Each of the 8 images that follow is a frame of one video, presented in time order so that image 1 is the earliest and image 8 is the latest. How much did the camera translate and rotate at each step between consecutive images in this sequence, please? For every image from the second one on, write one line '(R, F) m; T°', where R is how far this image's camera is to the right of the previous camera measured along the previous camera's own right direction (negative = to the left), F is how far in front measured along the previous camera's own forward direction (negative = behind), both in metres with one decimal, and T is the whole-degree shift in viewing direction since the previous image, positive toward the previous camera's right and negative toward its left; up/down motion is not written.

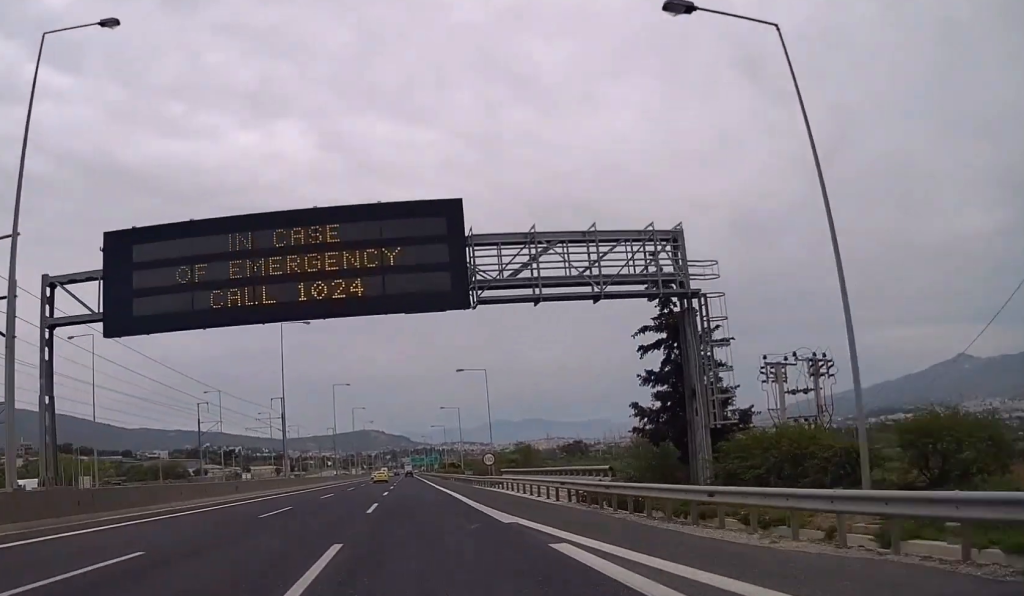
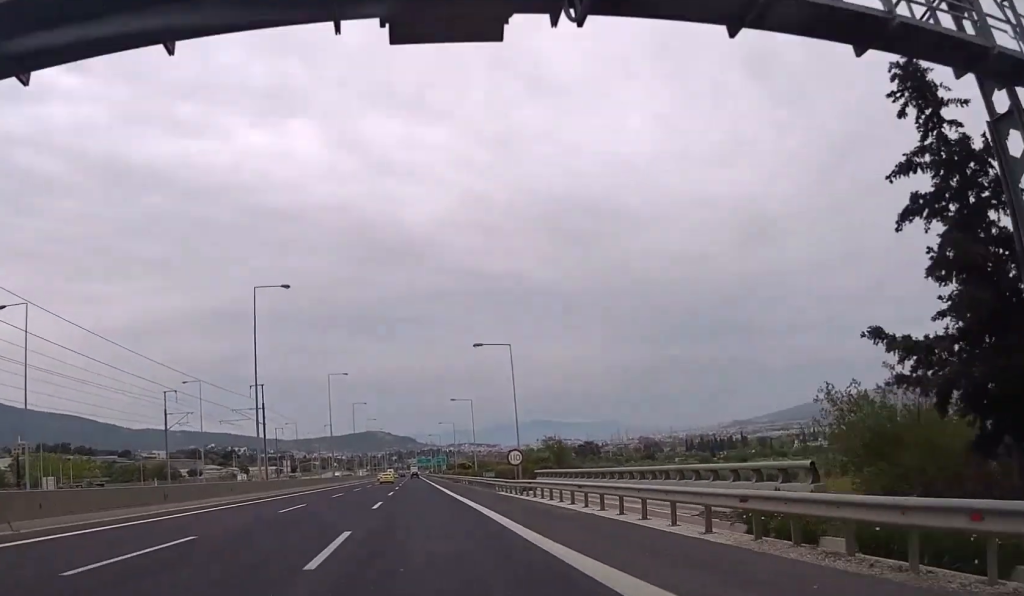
(-0.1, +14.4) m; -1°
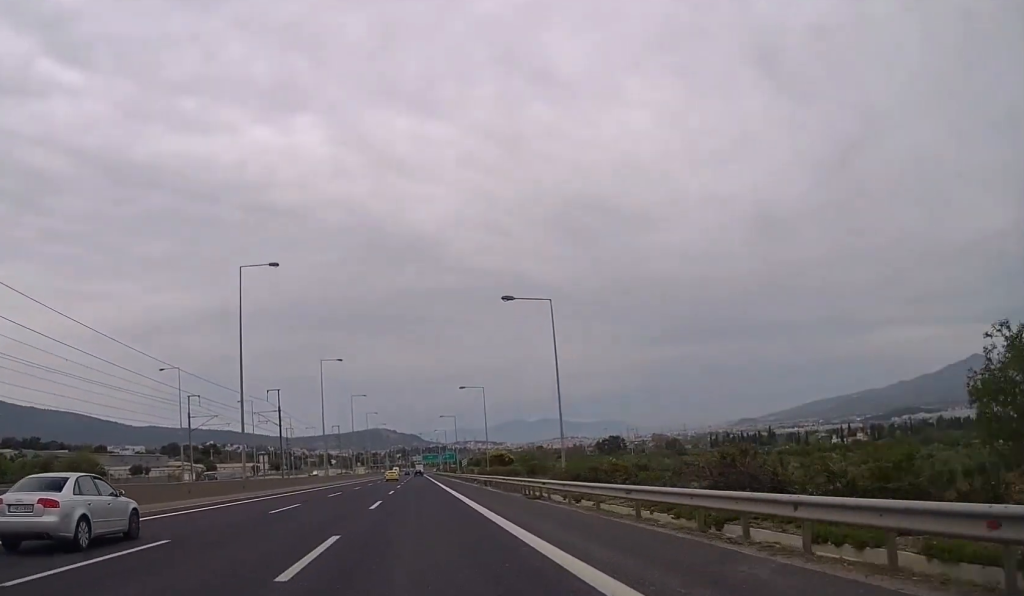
(-0.8, +55.8) m; -1°
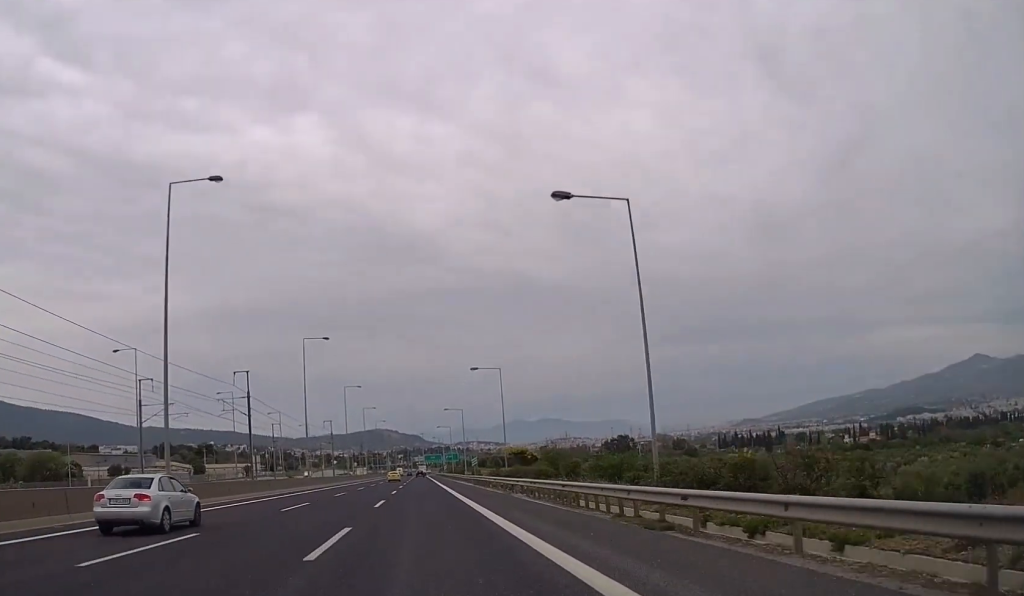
(0.0, +16.2) m; 0°
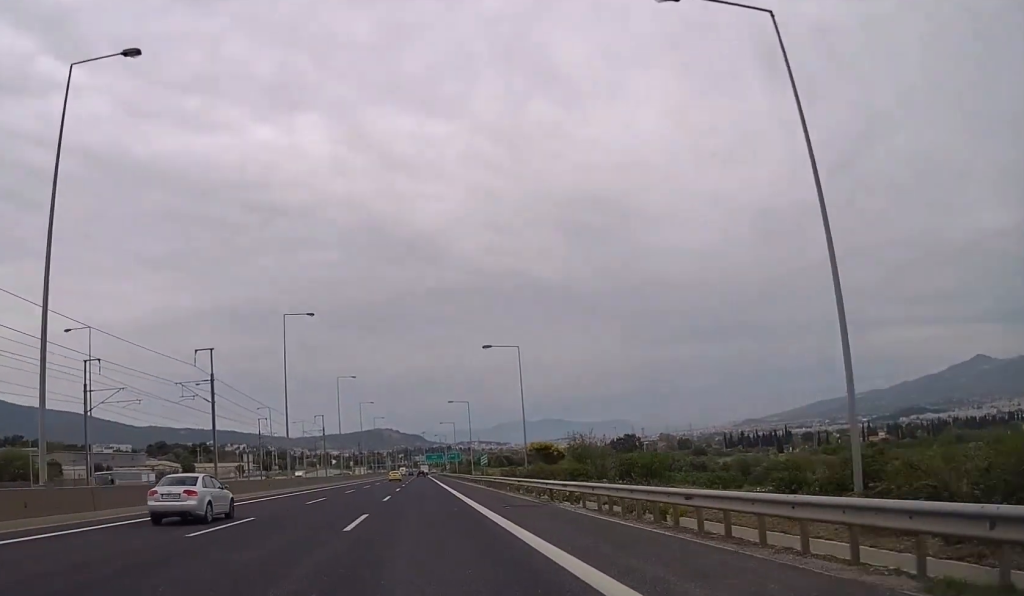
(+0.1, +11.7) m; 0°
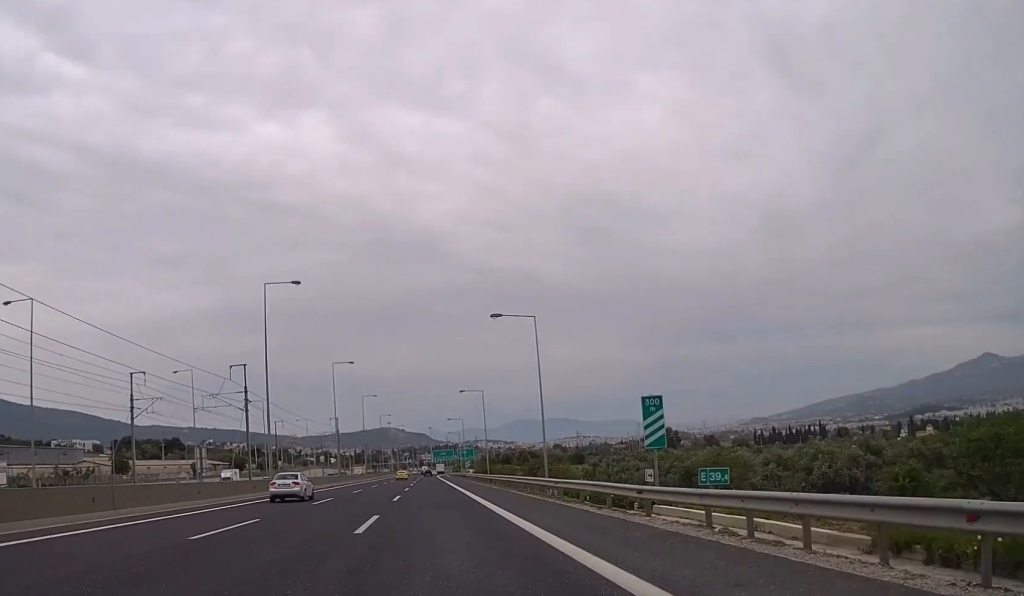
(-0.5, +55.9) m; 0°
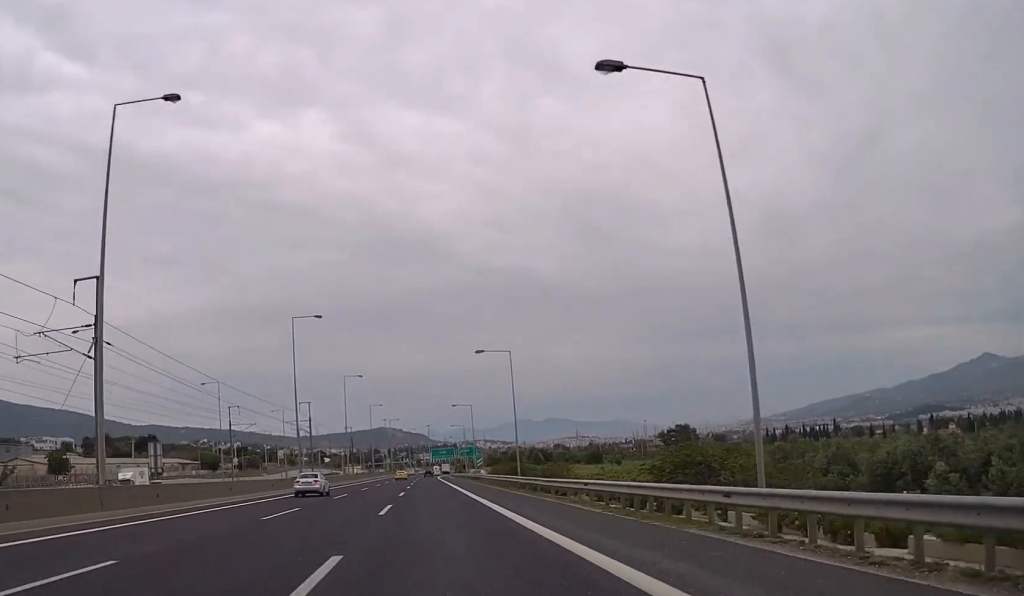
(+0.1, +28.8) m; 0°
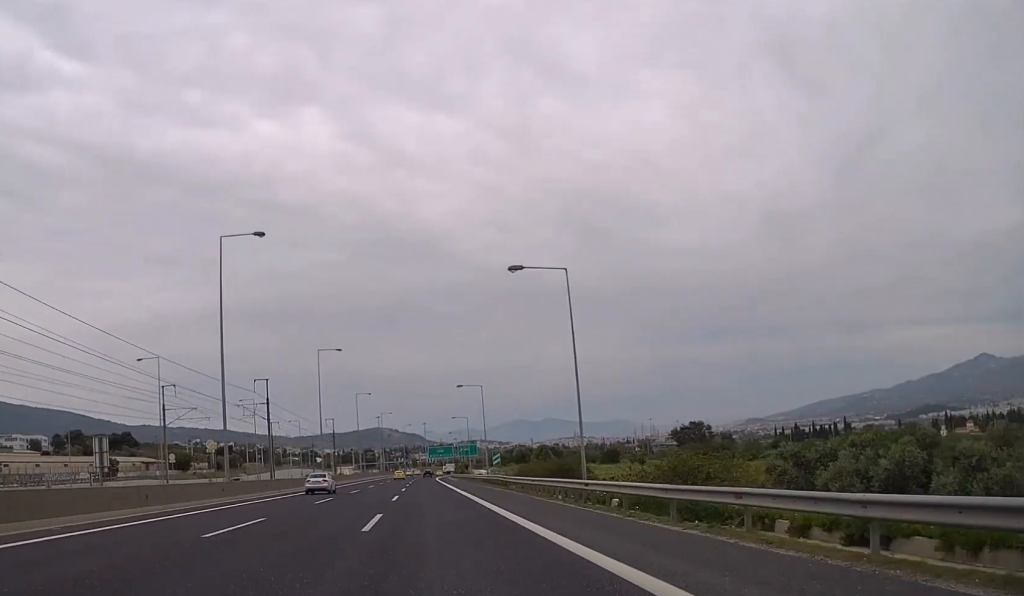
(-0.2, +24.4) m; 0°
